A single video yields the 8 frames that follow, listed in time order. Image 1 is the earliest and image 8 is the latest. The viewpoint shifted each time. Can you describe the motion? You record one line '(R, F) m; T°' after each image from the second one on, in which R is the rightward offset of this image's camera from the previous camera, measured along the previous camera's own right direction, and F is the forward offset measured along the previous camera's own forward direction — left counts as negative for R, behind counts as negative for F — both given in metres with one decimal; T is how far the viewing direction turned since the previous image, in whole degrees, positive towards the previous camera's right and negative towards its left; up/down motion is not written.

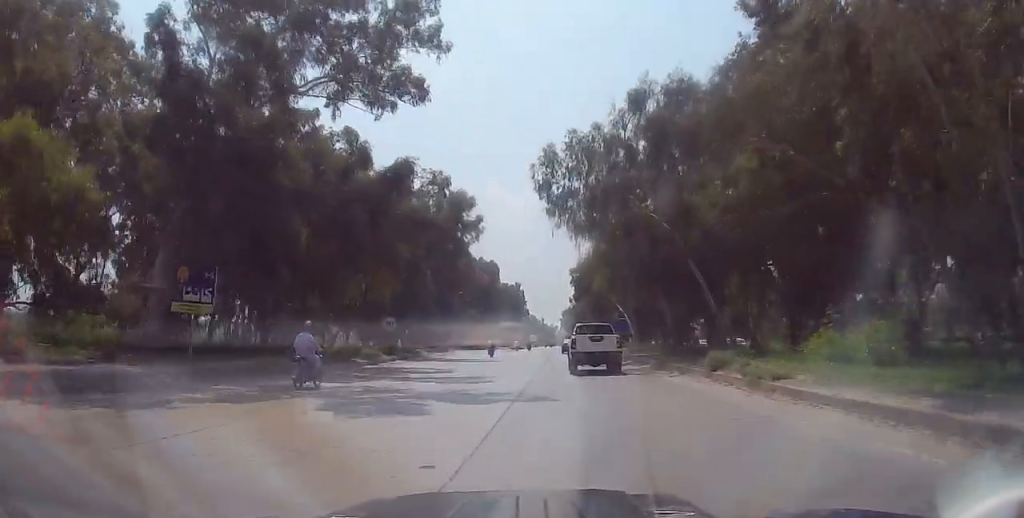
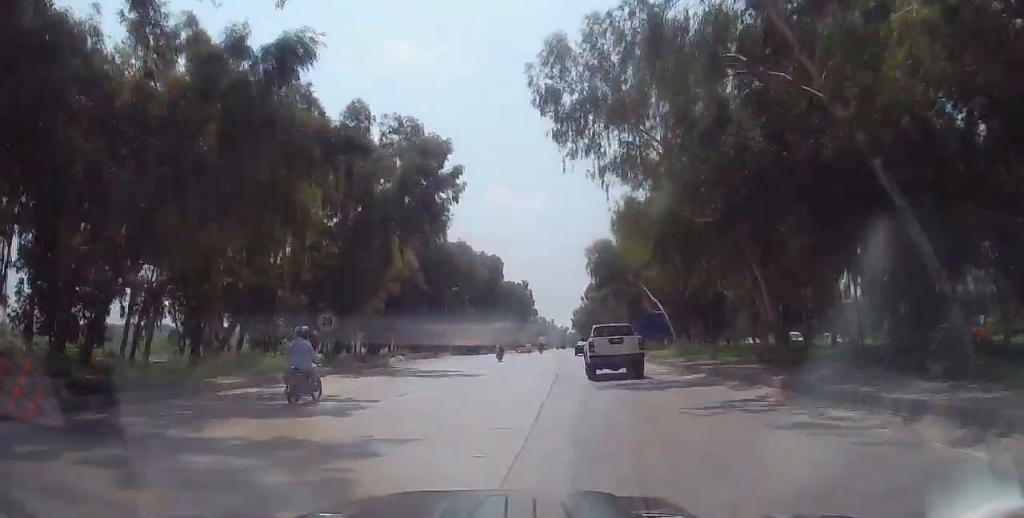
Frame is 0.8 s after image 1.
(-0.1, +14.1) m; +1°
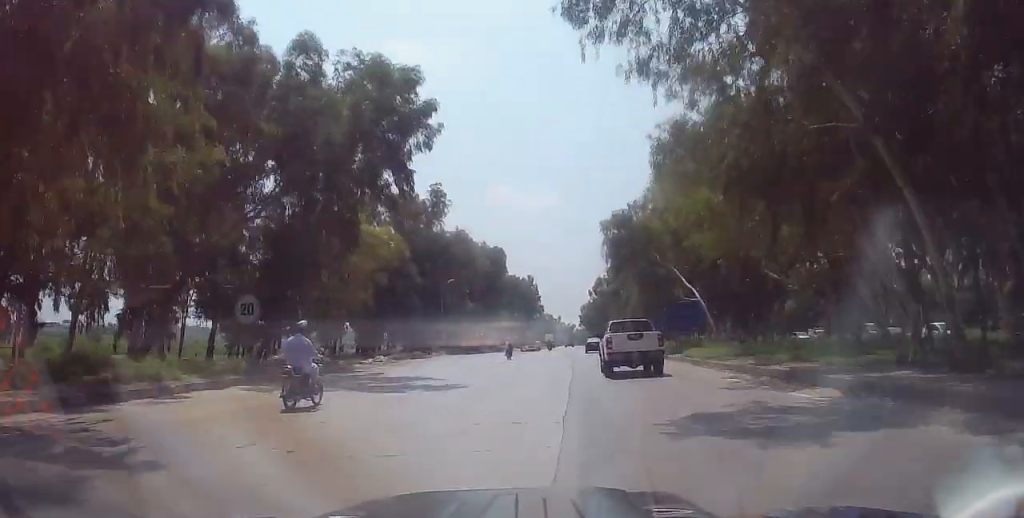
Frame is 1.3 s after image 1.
(+0.2, +8.9) m; 0°
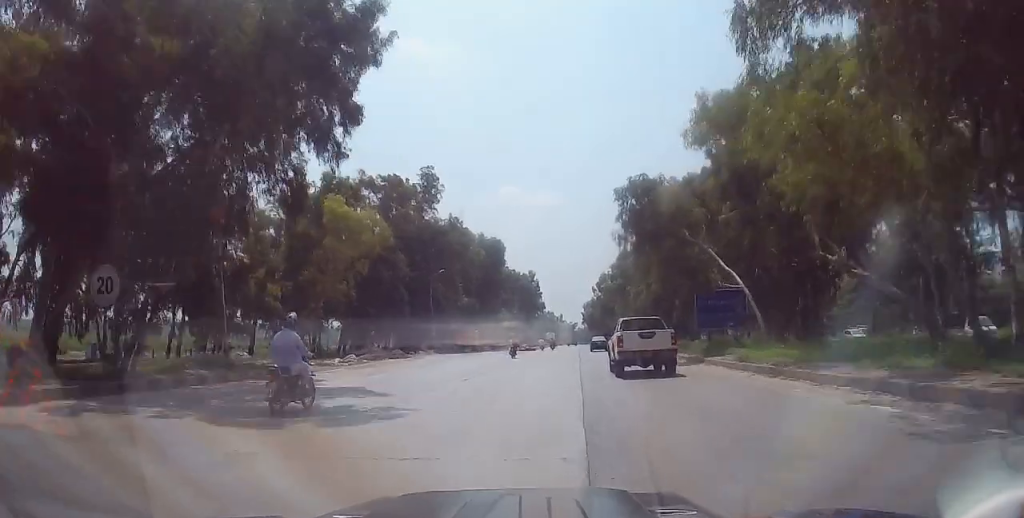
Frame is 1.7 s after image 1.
(+0.2, +7.7) m; 0°
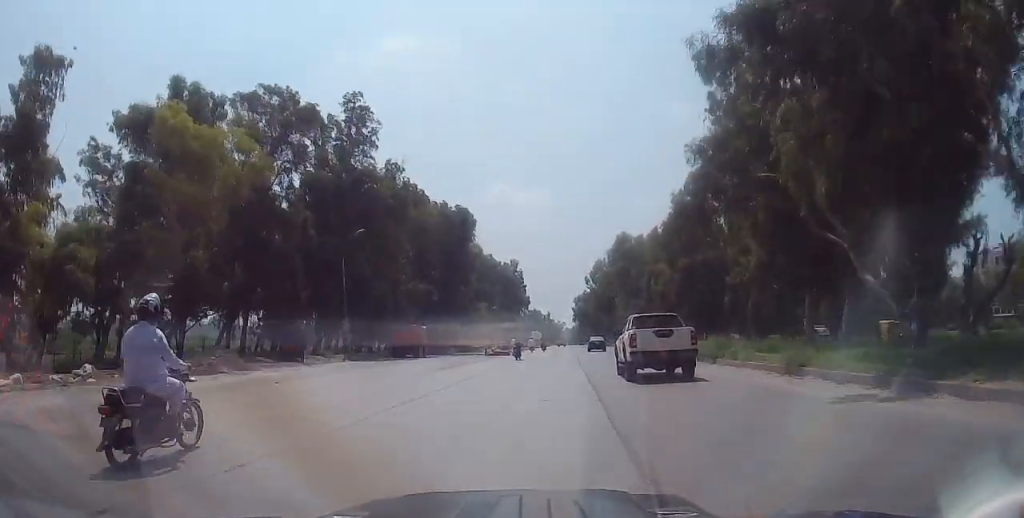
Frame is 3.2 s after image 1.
(-0.7, +25.4) m; 0°
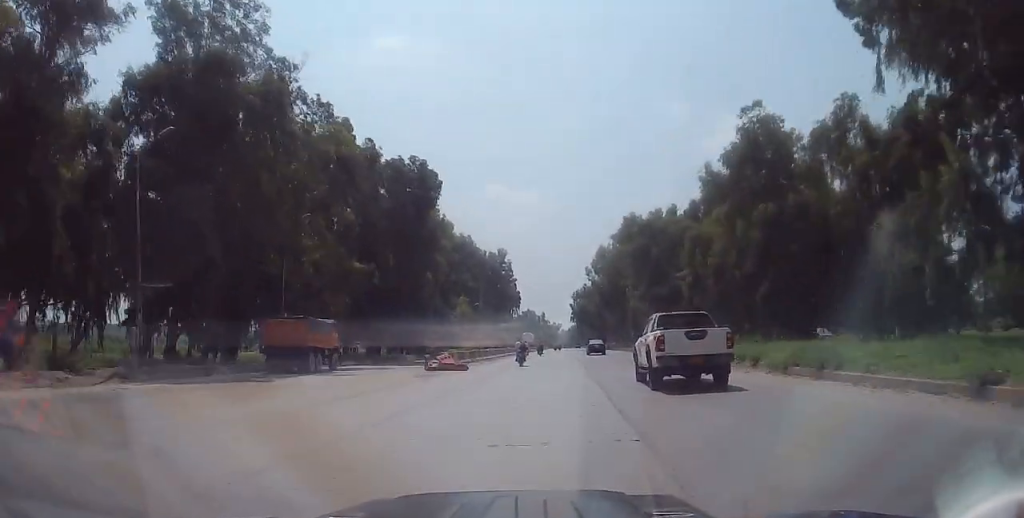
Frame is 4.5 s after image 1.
(+0.8, +23.1) m; +1°
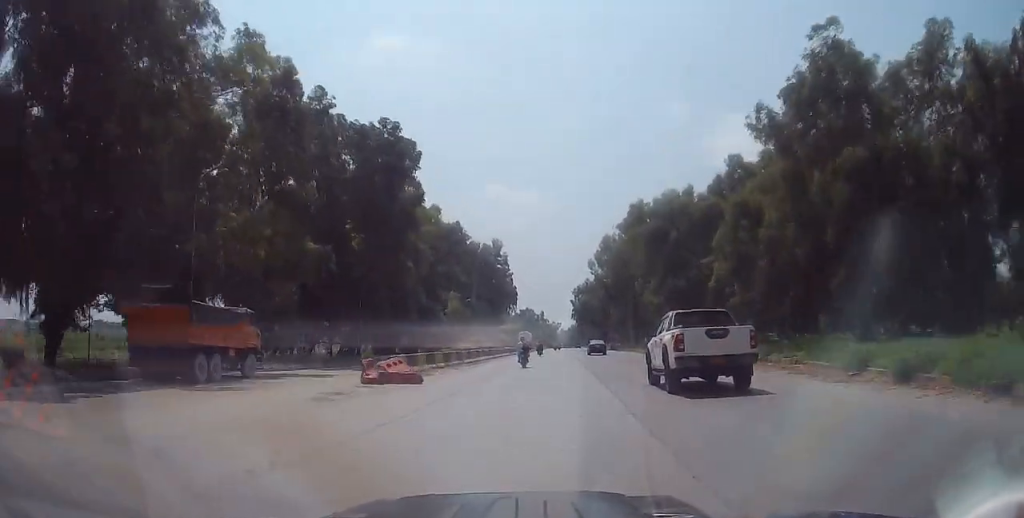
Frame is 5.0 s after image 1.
(-0.1, +10.1) m; 0°
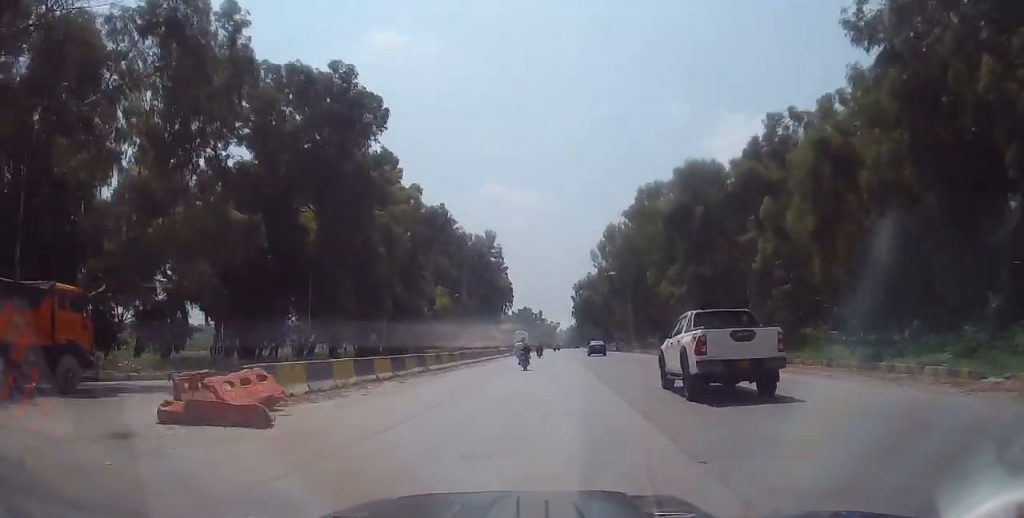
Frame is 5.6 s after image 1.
(-0.5, +10.7) m; 0°
